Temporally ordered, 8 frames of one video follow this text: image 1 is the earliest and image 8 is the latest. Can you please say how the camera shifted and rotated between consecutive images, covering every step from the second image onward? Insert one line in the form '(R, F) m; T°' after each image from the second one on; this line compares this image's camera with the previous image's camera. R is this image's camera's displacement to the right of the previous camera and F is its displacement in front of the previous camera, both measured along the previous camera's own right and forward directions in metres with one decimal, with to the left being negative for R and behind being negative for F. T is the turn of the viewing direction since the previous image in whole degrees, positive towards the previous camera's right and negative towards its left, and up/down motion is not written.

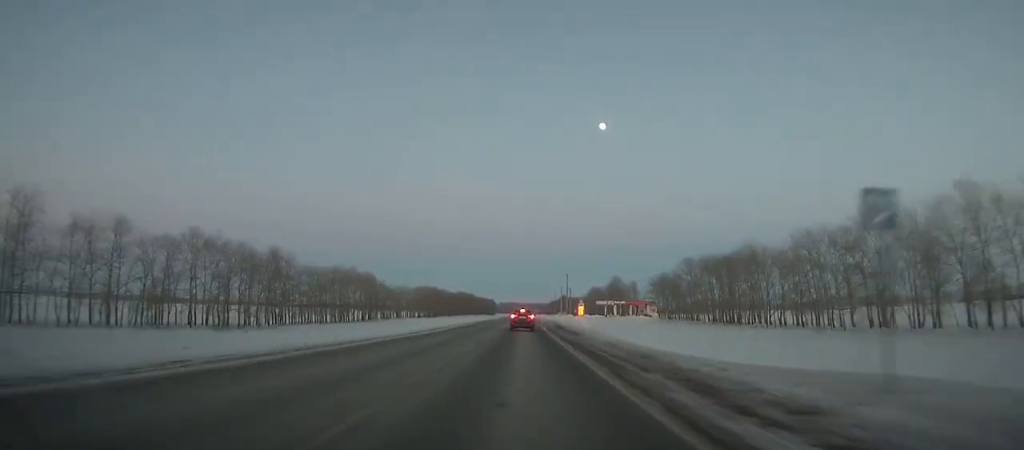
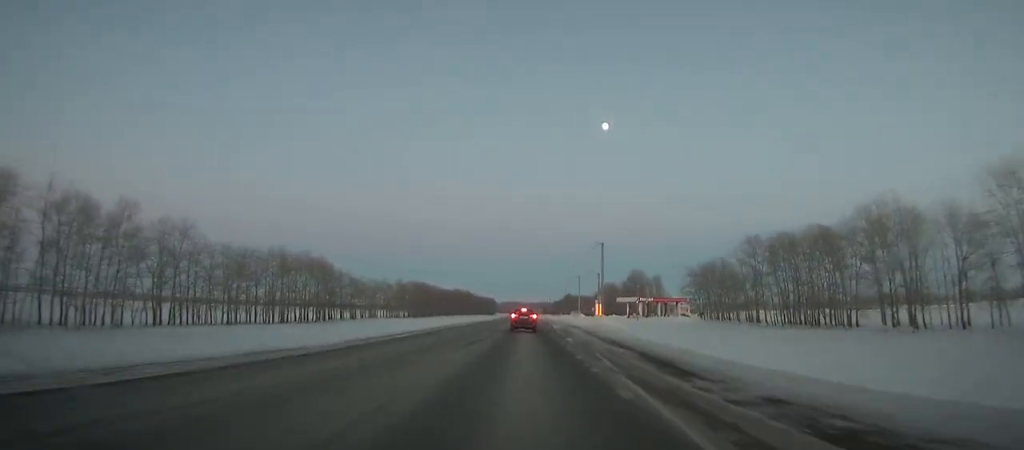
(0.0, +41.9) m; 0°
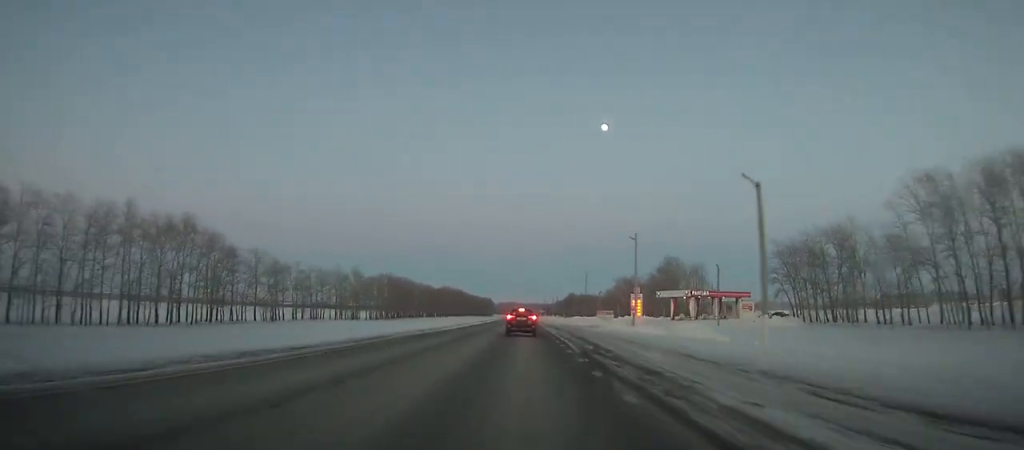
(+0.1, +51.5) m; 0°
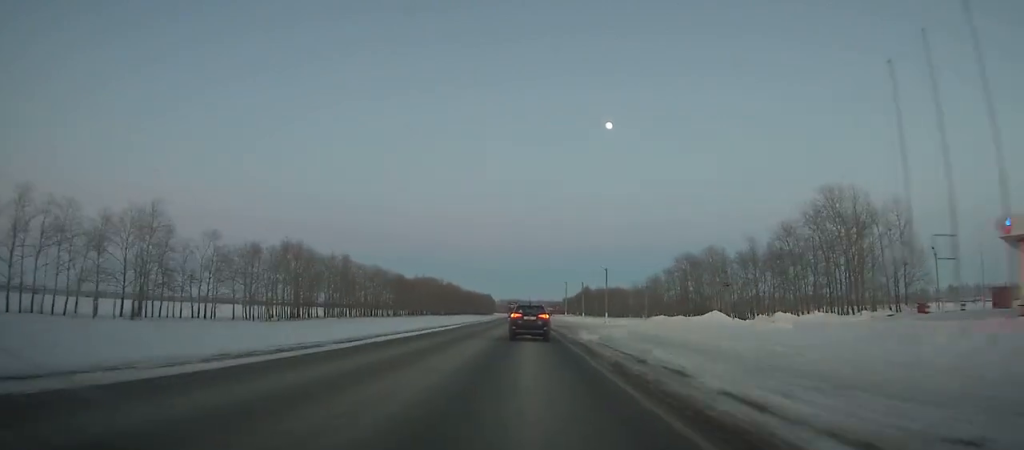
(-0.2, +88.8) m; 0°
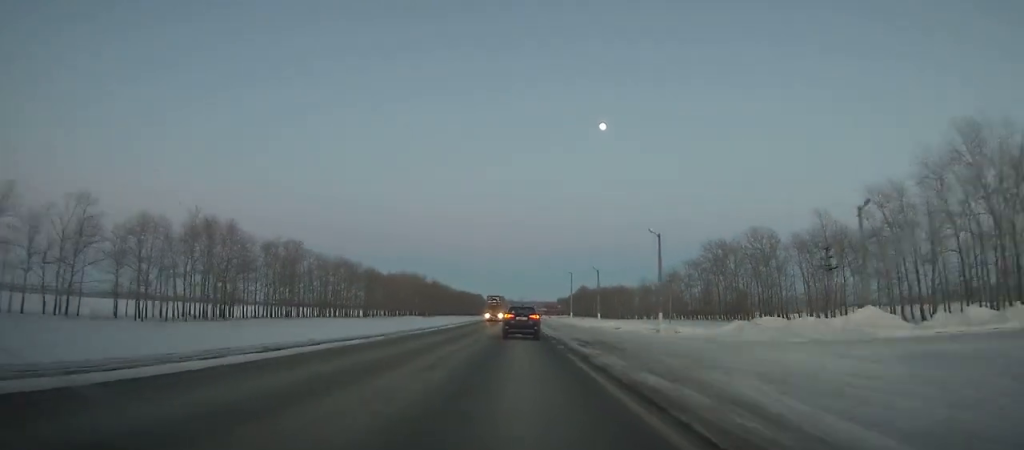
(0.0, +33.2) m; 0°
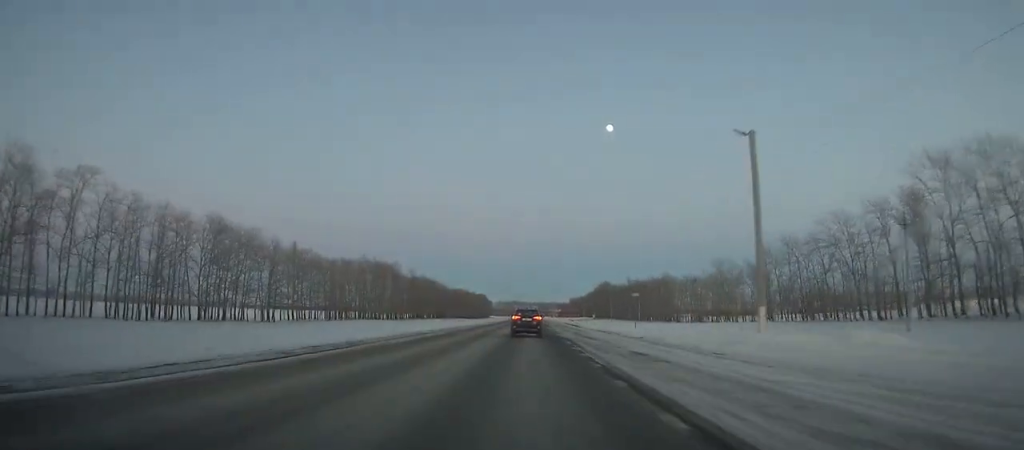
(-0.2, +74.6) m; 0°
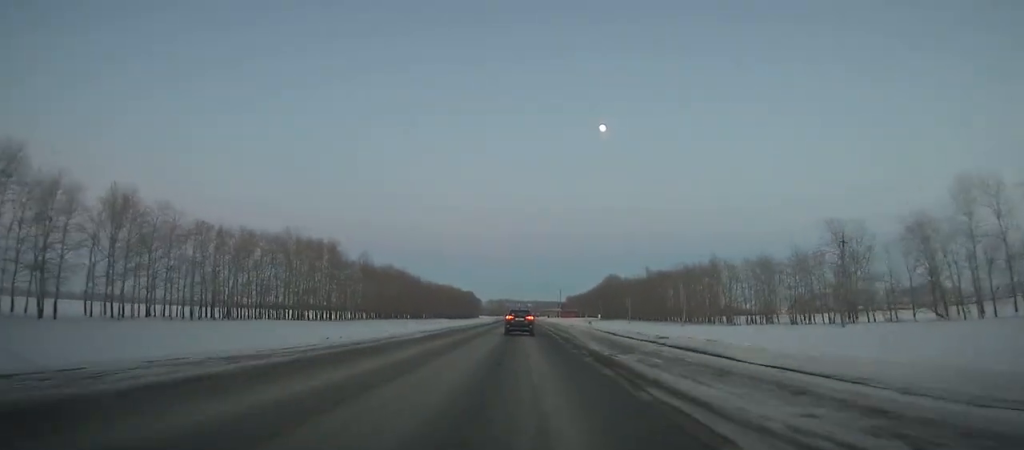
(0.0, +53.7) m; 0°
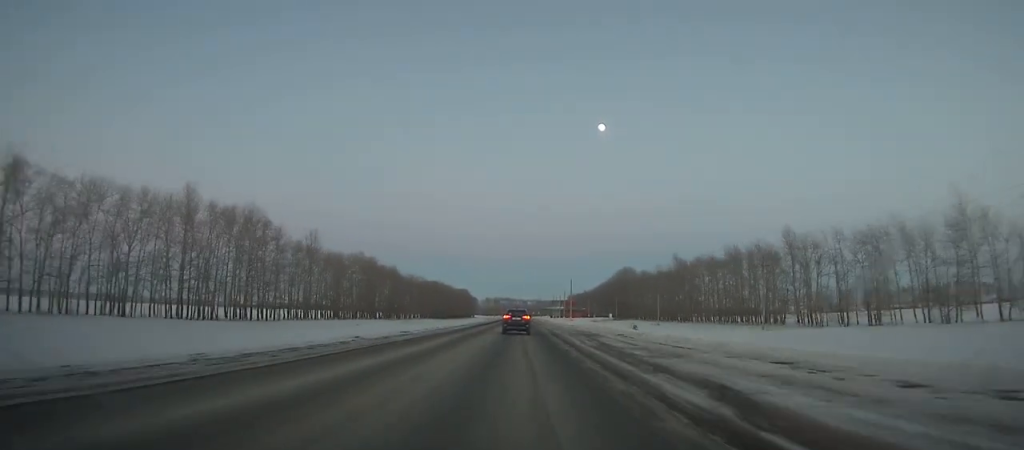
(+0.1, +37.6) m; 0°
